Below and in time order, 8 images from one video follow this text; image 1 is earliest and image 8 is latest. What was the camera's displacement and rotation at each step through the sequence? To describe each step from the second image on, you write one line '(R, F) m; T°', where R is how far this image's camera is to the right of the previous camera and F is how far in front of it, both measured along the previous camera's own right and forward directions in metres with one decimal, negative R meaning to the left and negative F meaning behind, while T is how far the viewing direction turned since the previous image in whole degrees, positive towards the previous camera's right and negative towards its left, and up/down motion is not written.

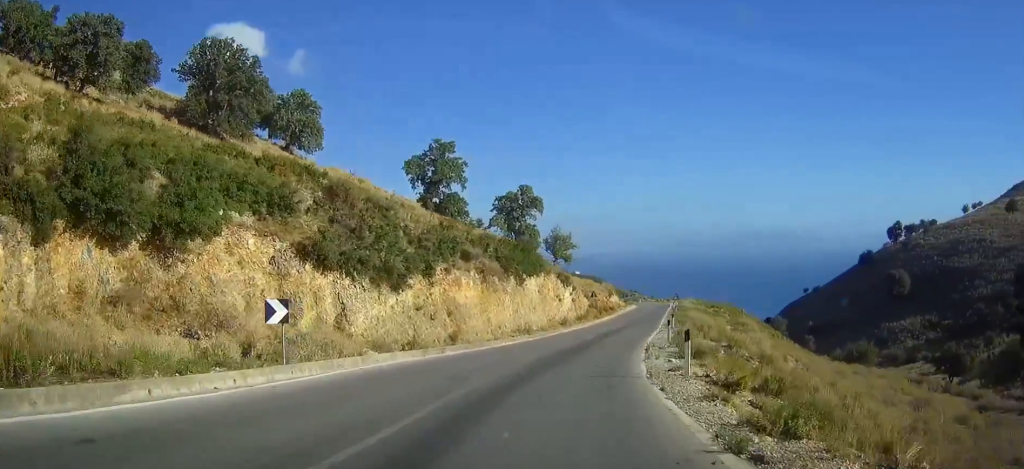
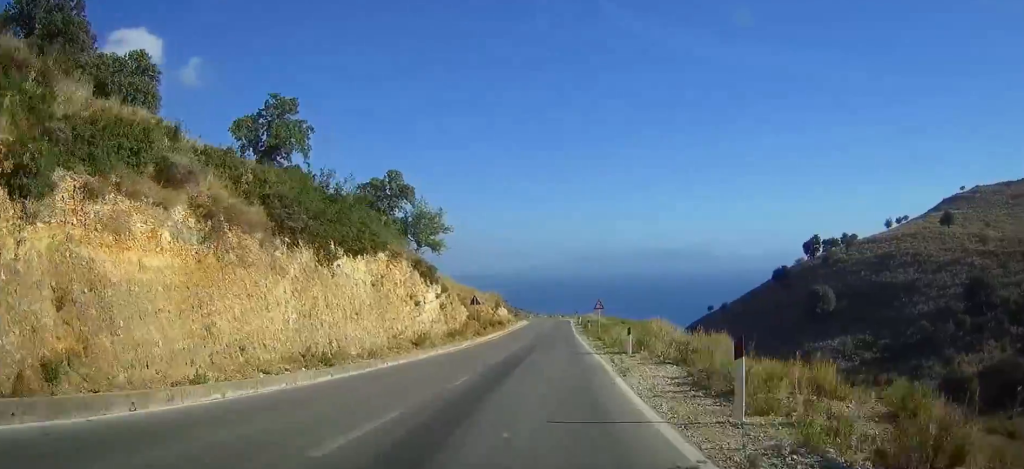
(+2.2, +22.6) m; +16°
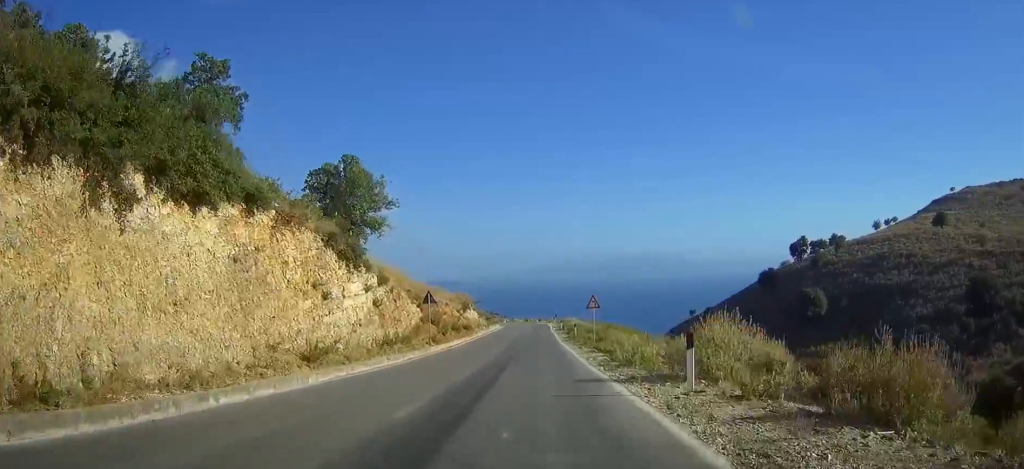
(+1.8, +12.2) m; +9°
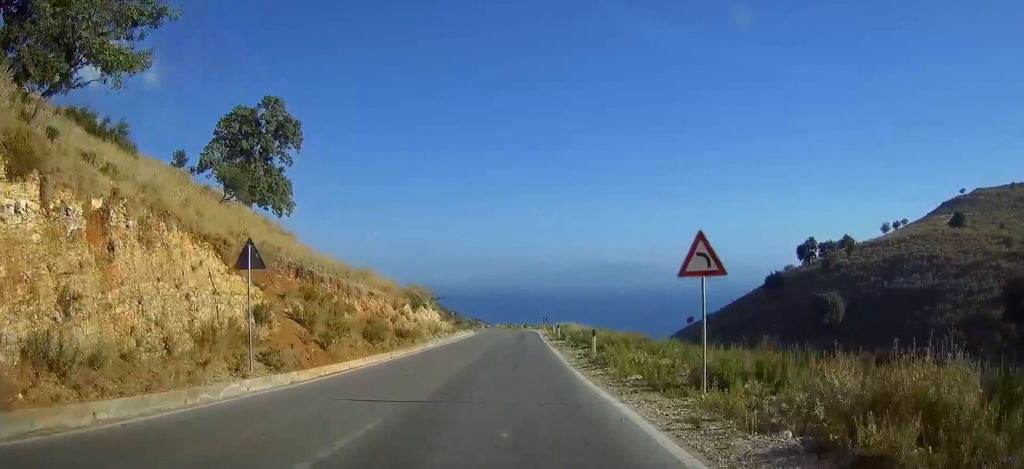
(+0.3, +24.8) m; +1°
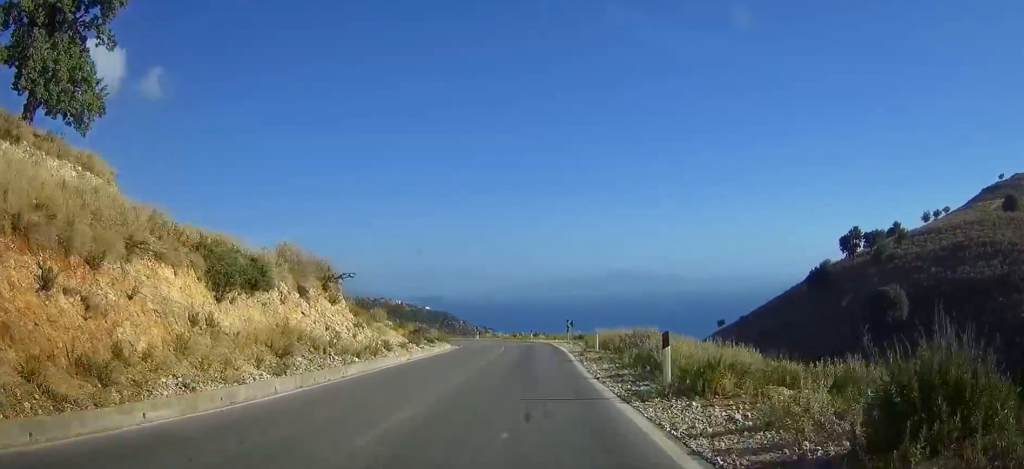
(+0.2, +34.7) m; 0°
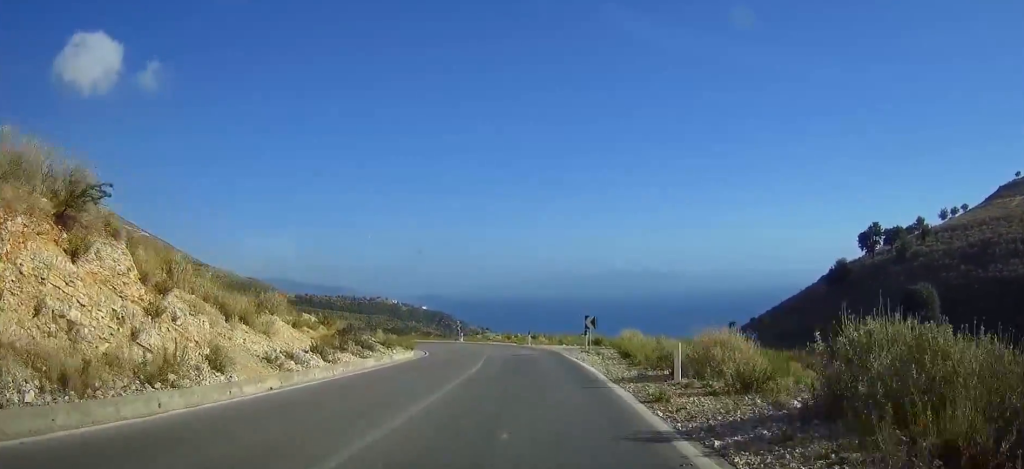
(-0.1, +17.9) m; 0°
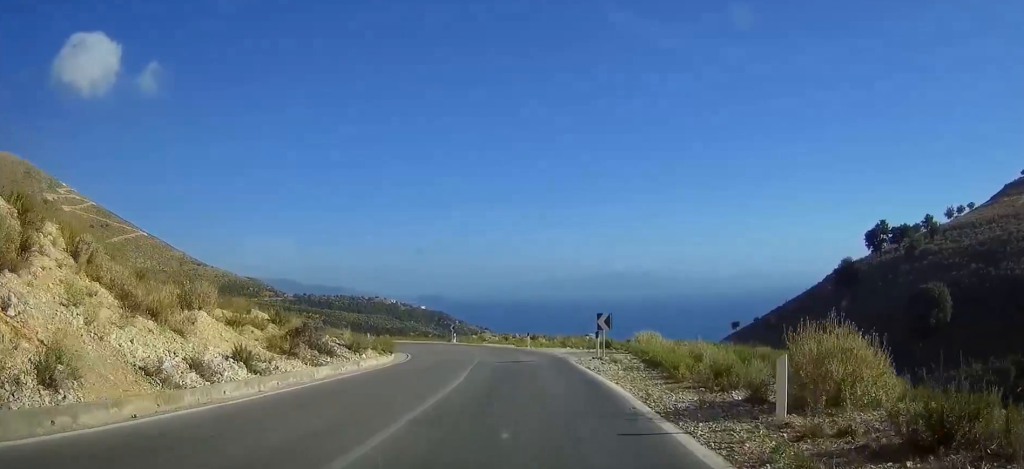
(0.0, +5.9) m; 0°
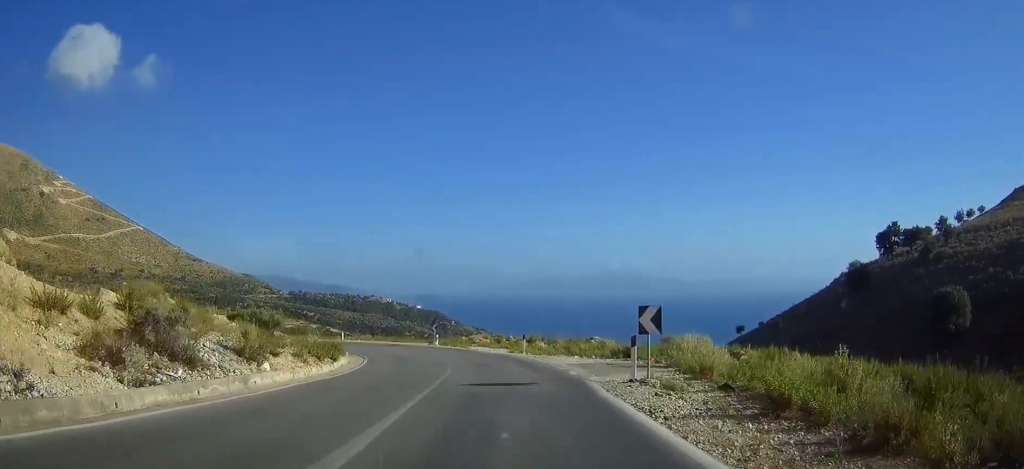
(0.0, +10.3) m; 0°
